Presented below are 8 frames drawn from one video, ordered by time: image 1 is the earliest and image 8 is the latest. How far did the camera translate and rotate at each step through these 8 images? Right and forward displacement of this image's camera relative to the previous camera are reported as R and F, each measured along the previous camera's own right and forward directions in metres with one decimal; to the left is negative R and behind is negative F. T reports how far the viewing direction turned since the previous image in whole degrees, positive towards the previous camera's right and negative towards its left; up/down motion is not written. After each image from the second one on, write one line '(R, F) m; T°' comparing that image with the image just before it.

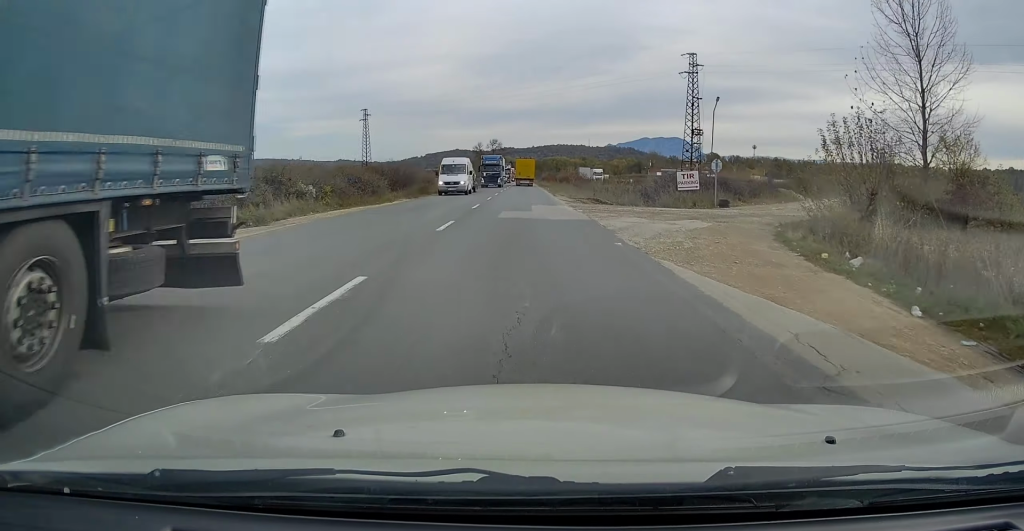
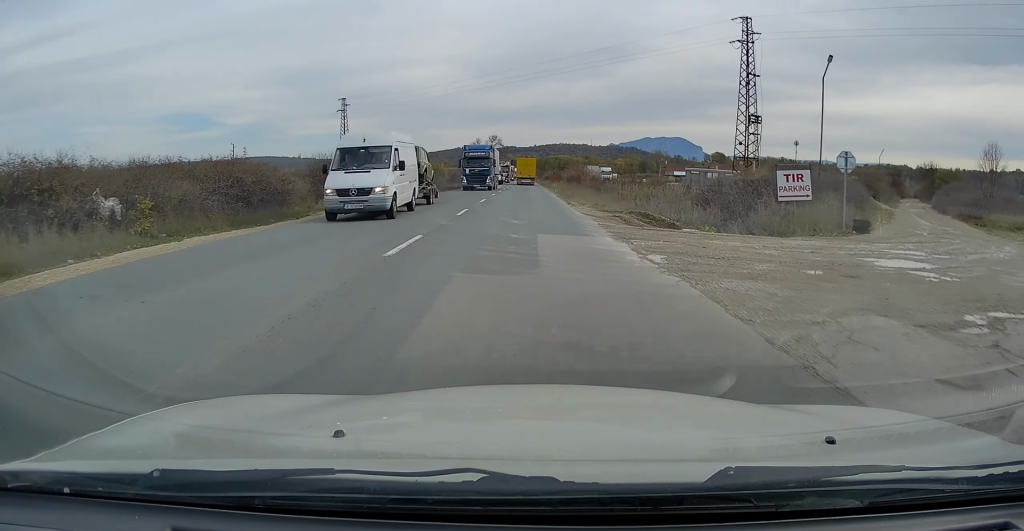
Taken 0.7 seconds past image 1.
(0.0, +14.9) m; 0°
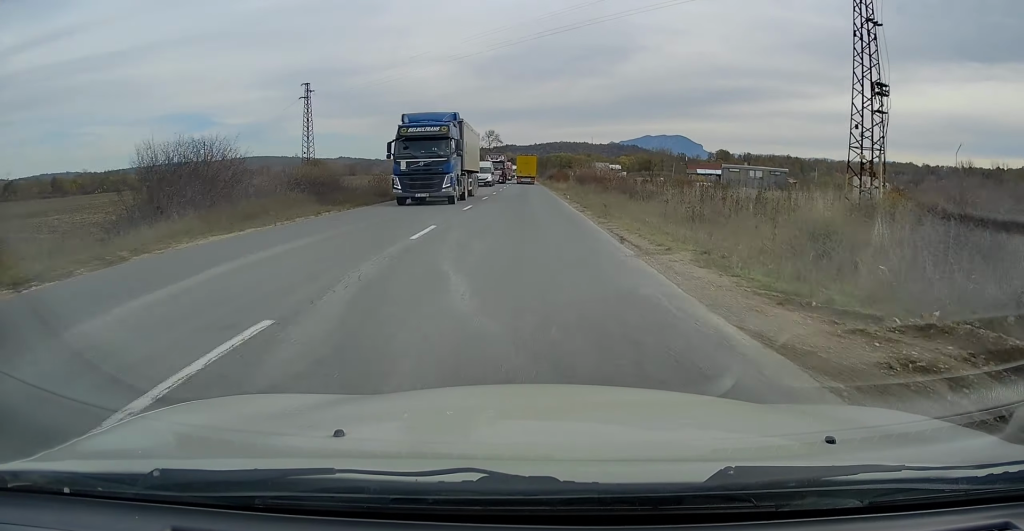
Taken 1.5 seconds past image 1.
(0.0, +17.0) m; 0°
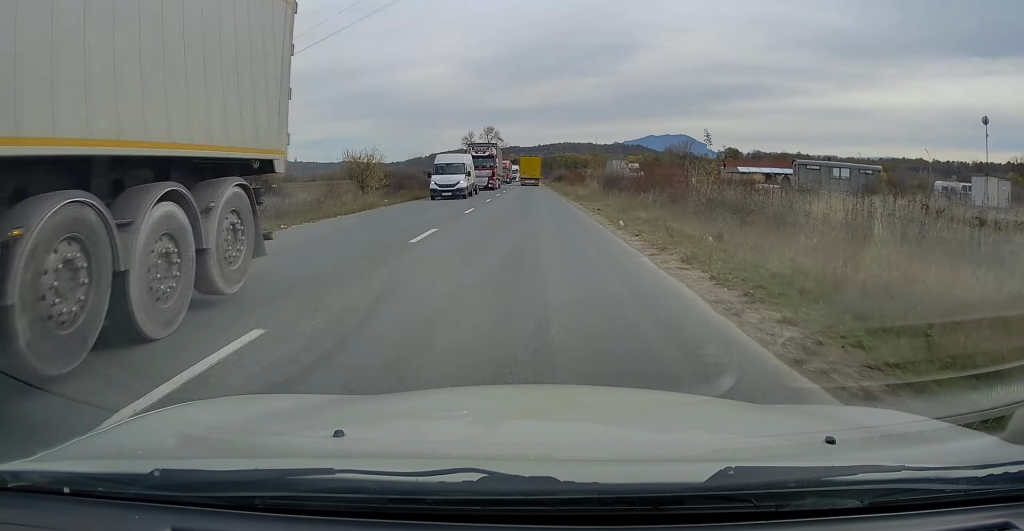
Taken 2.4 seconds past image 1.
(0.0, +19.8) m; 0°
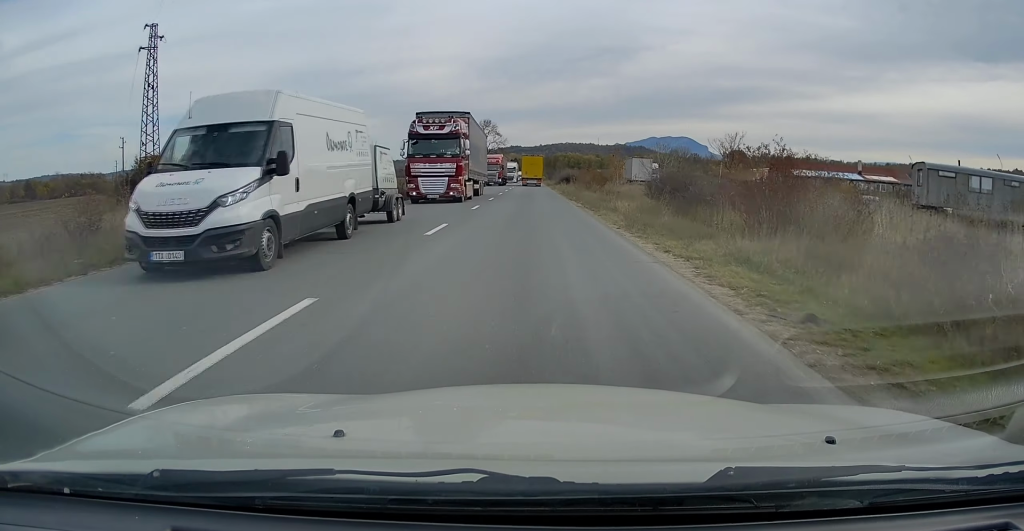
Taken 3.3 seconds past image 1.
(+0.1, +18.3) m; 0°
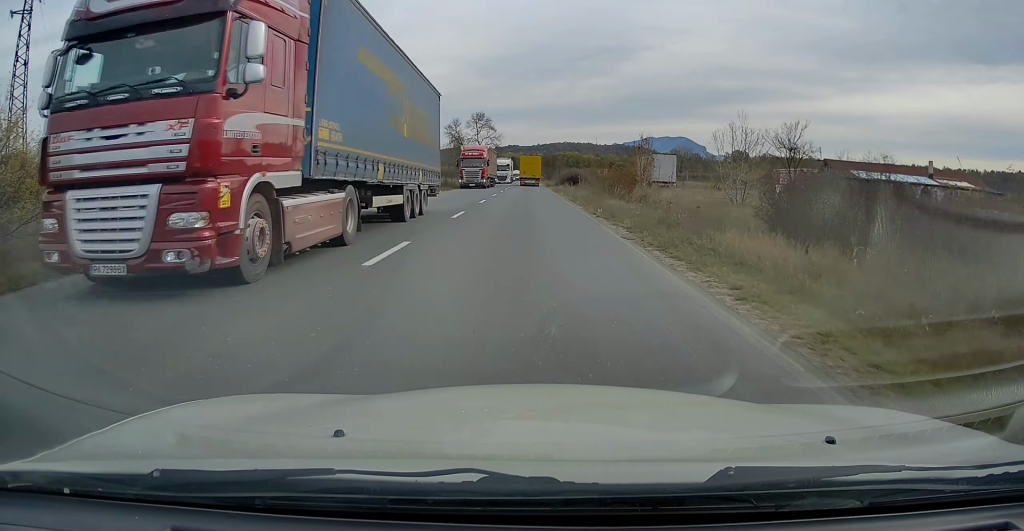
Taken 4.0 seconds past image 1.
(0.0, +14.7) m; 0°
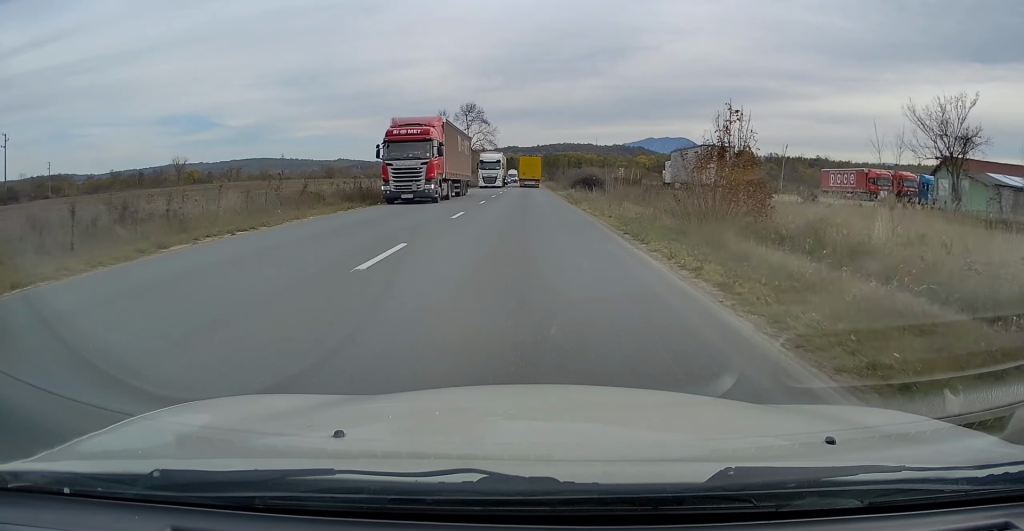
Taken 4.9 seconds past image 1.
(0.0, +19.5) m; 0°
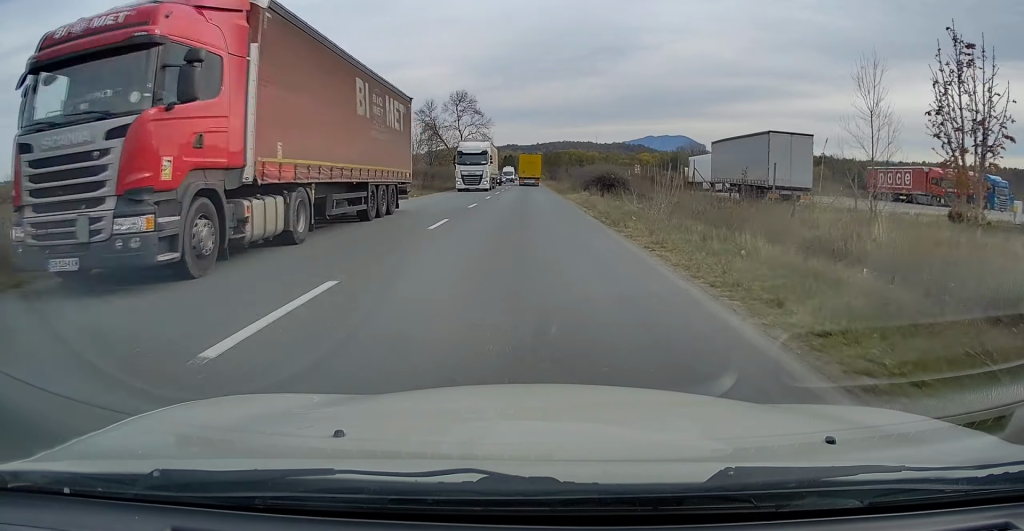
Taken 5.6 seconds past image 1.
(0.0, +14.0) m; 0°
